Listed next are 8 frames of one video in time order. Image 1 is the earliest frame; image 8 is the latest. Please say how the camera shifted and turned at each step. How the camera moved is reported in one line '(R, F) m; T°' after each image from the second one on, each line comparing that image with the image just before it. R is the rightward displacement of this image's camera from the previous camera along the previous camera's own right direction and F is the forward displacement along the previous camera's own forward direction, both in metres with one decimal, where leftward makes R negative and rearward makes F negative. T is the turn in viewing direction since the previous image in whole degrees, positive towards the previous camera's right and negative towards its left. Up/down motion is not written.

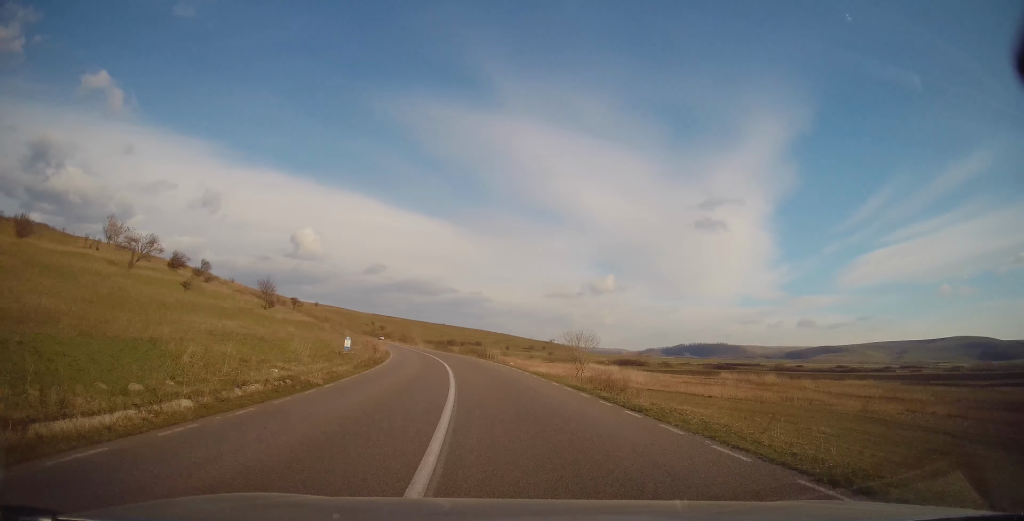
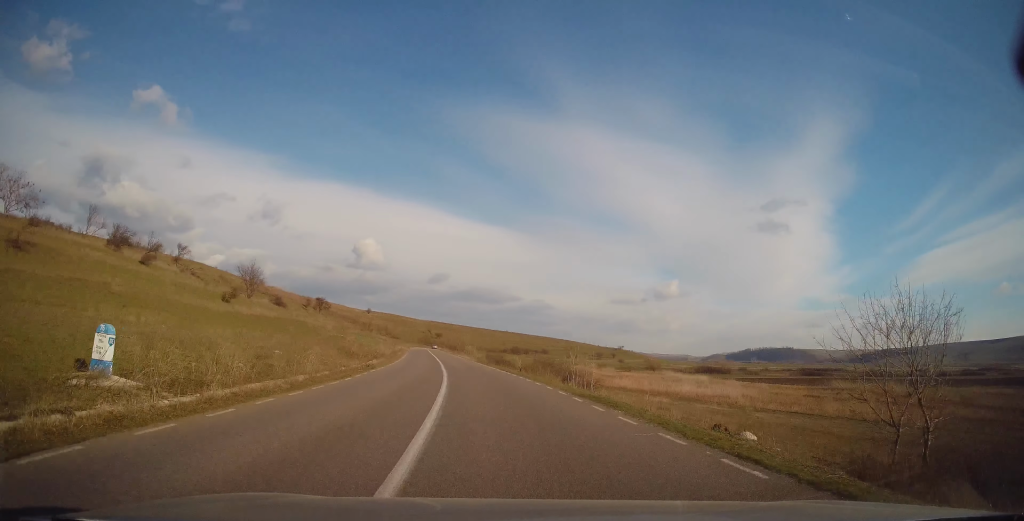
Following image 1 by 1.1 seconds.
(-1.8, +28.2) m; -7°
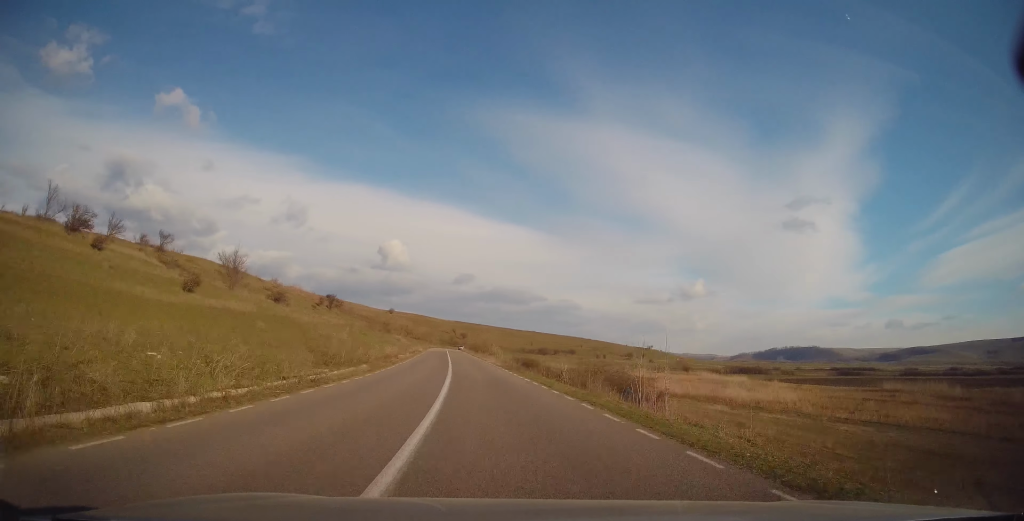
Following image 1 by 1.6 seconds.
(-0.5, +11.7) m; -2°
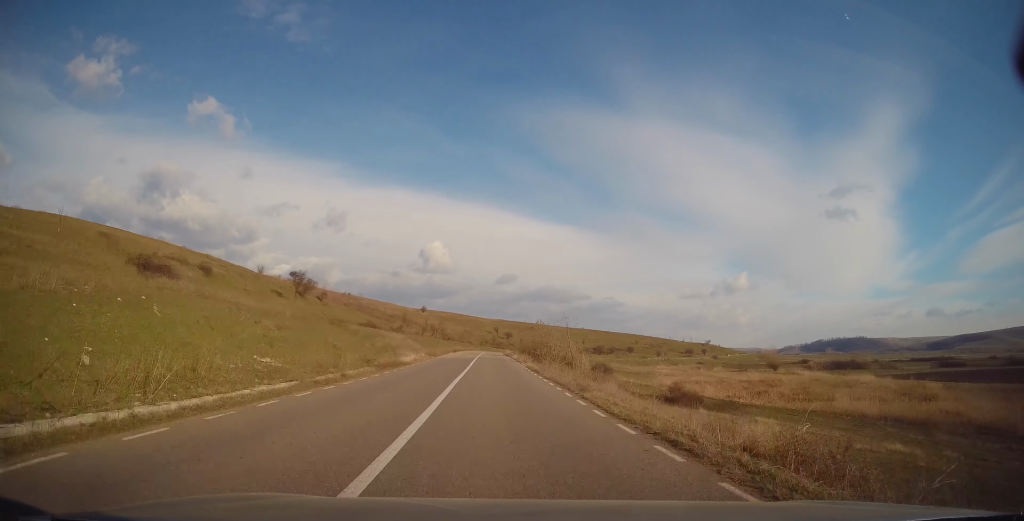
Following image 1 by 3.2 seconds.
(-2.7, +43.0) m; -5°
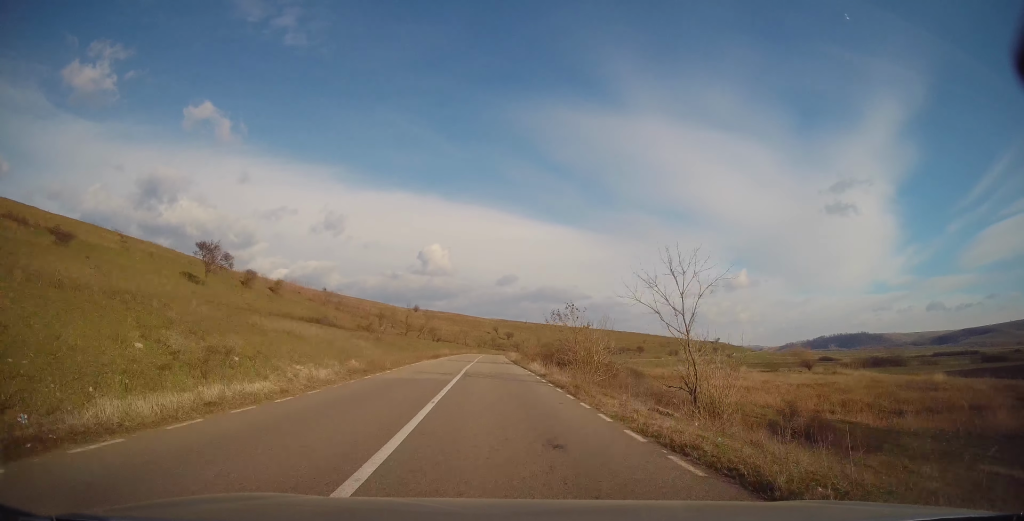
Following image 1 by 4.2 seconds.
(0.0, +24.0) m; 0°
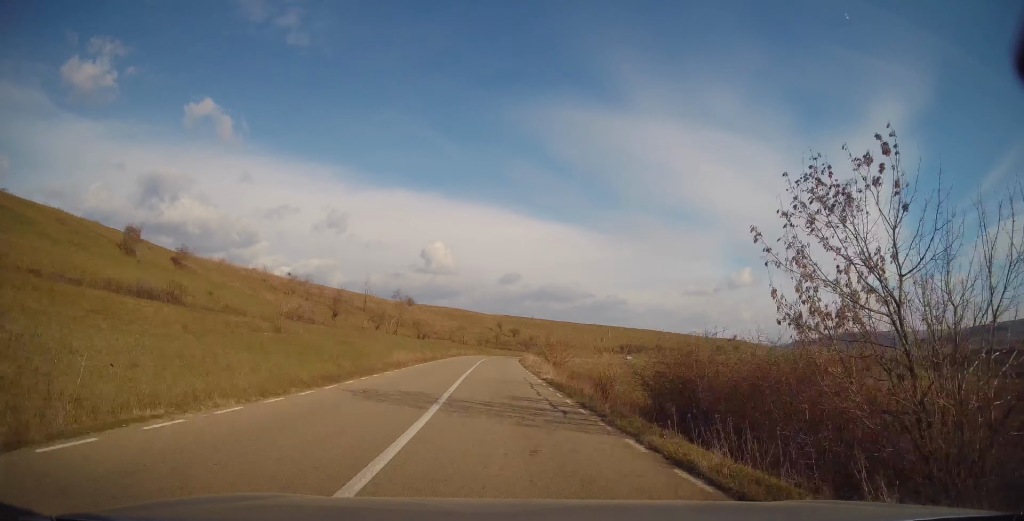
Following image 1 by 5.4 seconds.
(-0.1, +30.3) m; 0°
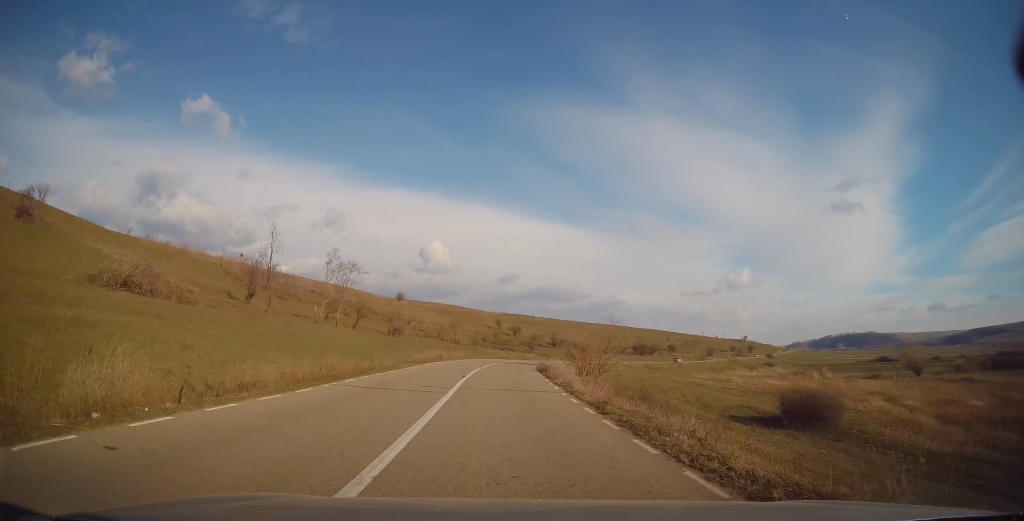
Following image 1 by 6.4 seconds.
(0.0, +24.5) m; +1°
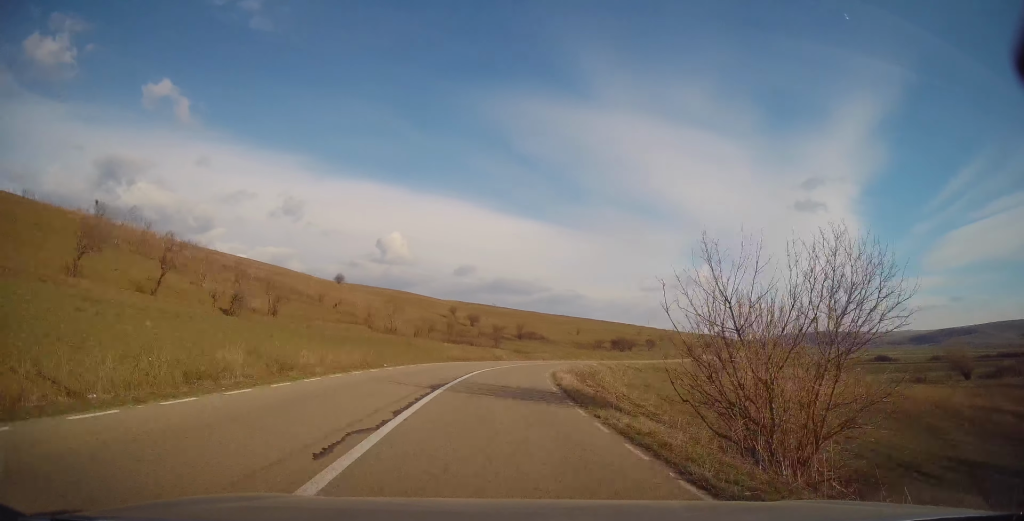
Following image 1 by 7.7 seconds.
(+0.8, +32.5) m; +5°
